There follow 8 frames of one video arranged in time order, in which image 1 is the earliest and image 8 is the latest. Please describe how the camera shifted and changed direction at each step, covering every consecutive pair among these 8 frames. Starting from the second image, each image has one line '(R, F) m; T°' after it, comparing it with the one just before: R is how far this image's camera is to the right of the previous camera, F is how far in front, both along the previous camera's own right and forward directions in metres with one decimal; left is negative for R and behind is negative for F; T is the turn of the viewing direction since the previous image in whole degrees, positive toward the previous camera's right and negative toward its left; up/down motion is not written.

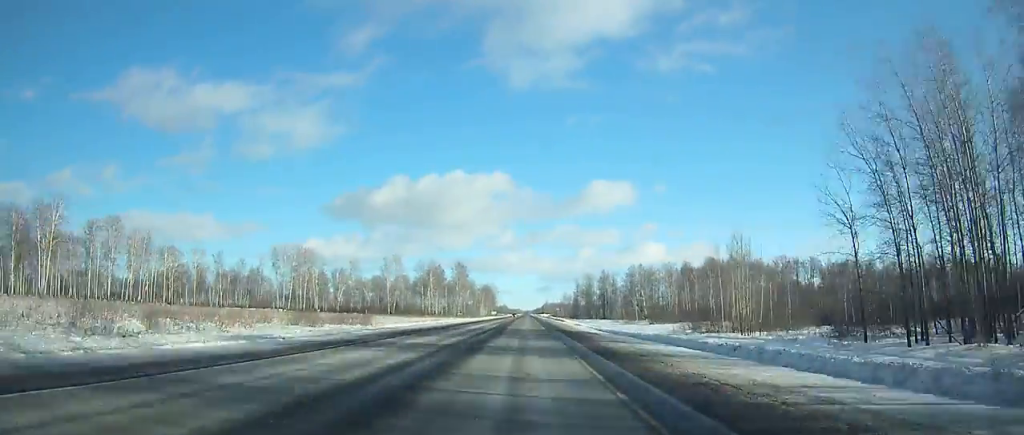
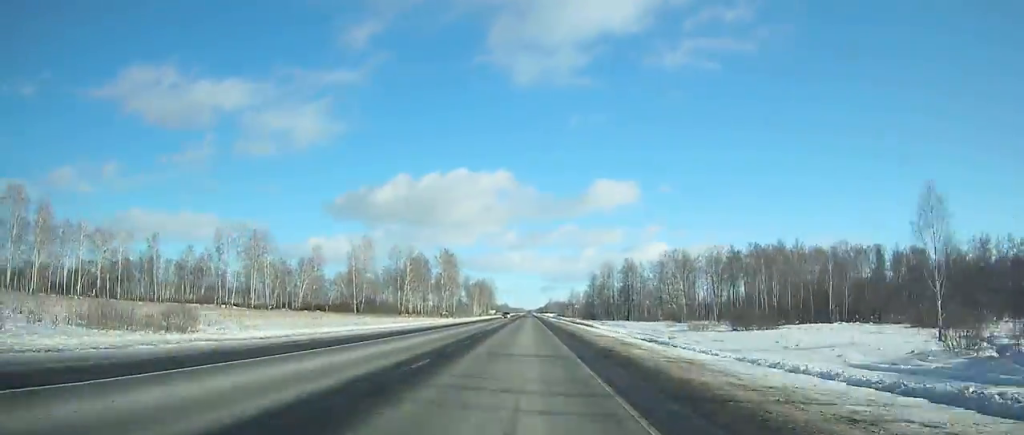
(0.0, +43.9) m; 0°
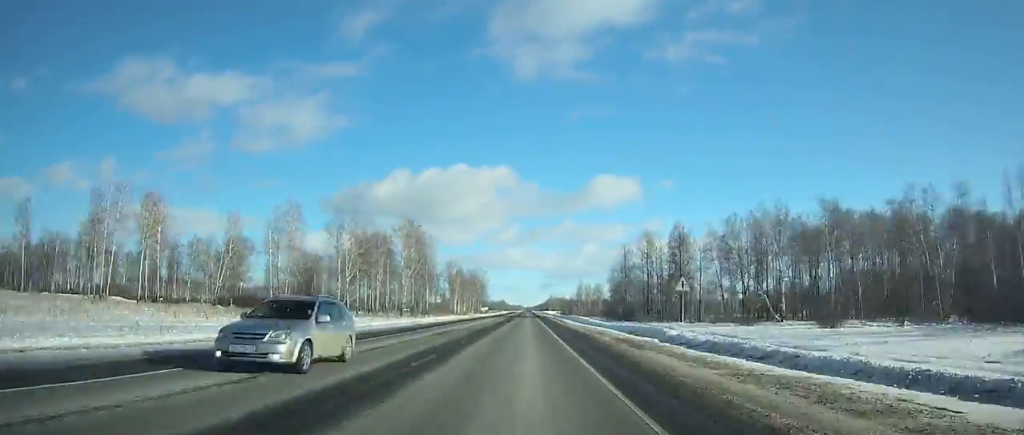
(-0.1, +55.0) m; 0°
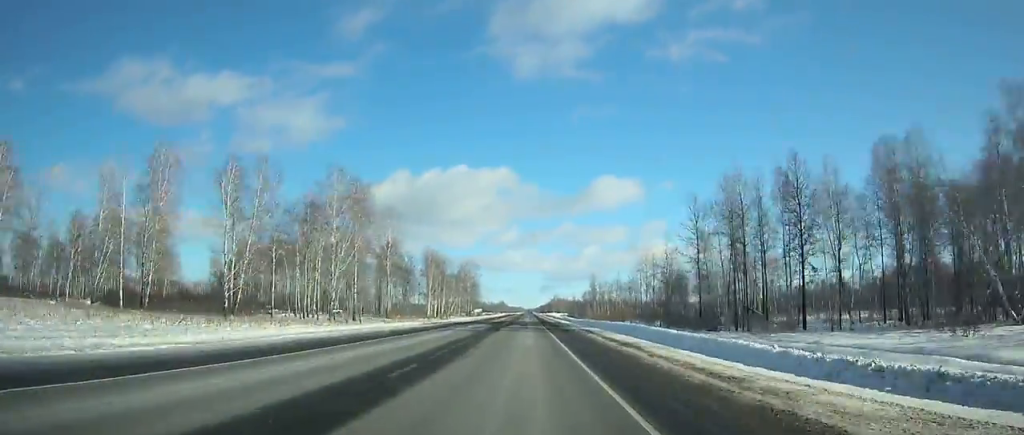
(0.0, +46.5) m; 0°
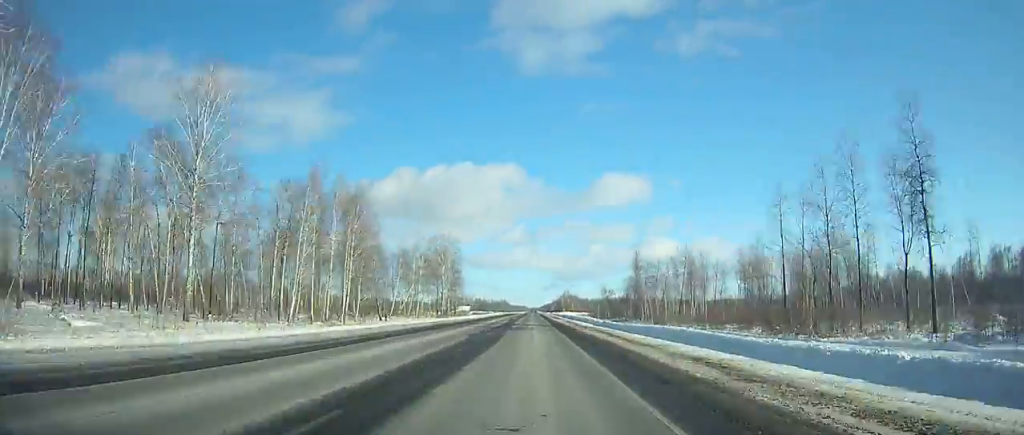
(-0.2, +77.0) m; 0°
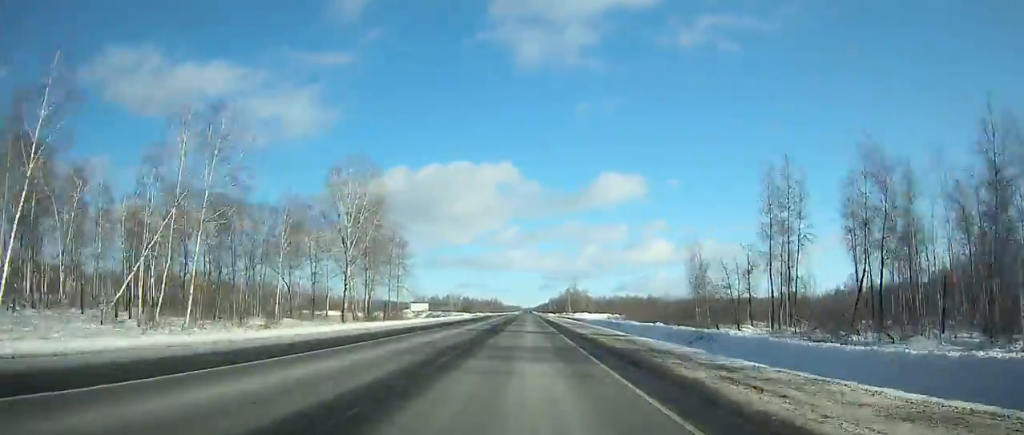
(0.0, +83.3) m; 0°
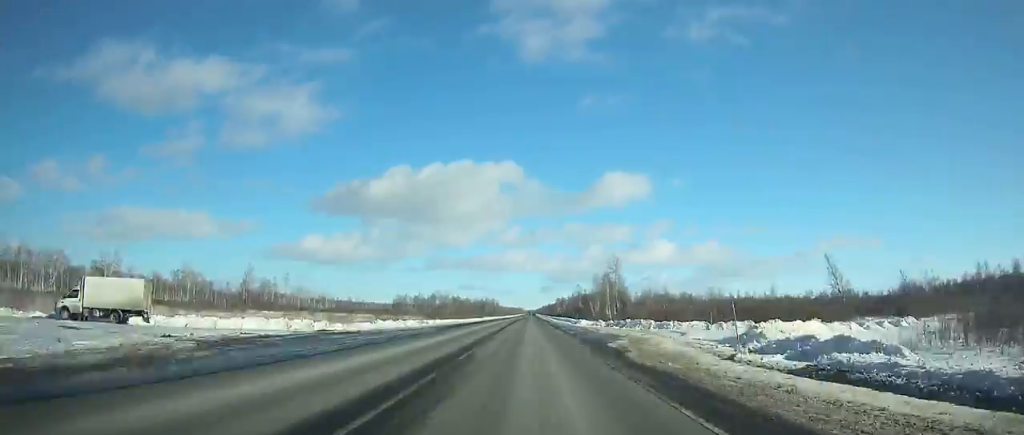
(+0.2, +107.6) m; 0°
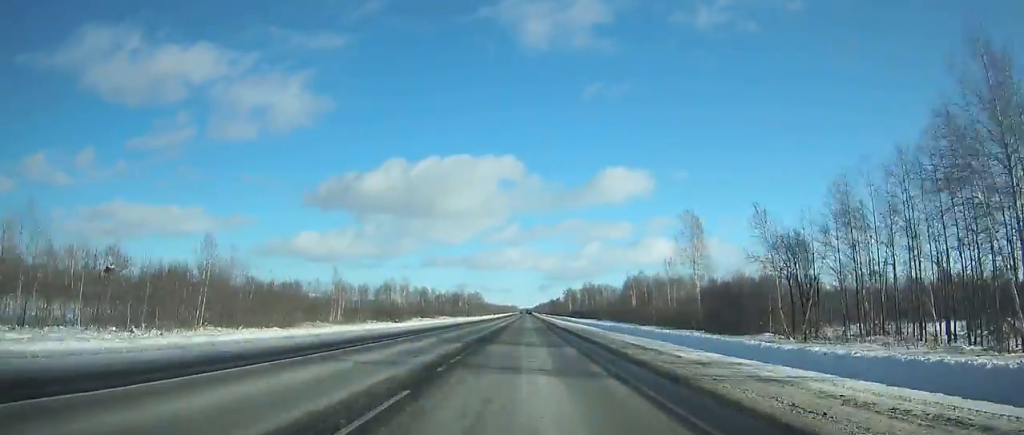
(+0.2, +156.2) m; 0°
